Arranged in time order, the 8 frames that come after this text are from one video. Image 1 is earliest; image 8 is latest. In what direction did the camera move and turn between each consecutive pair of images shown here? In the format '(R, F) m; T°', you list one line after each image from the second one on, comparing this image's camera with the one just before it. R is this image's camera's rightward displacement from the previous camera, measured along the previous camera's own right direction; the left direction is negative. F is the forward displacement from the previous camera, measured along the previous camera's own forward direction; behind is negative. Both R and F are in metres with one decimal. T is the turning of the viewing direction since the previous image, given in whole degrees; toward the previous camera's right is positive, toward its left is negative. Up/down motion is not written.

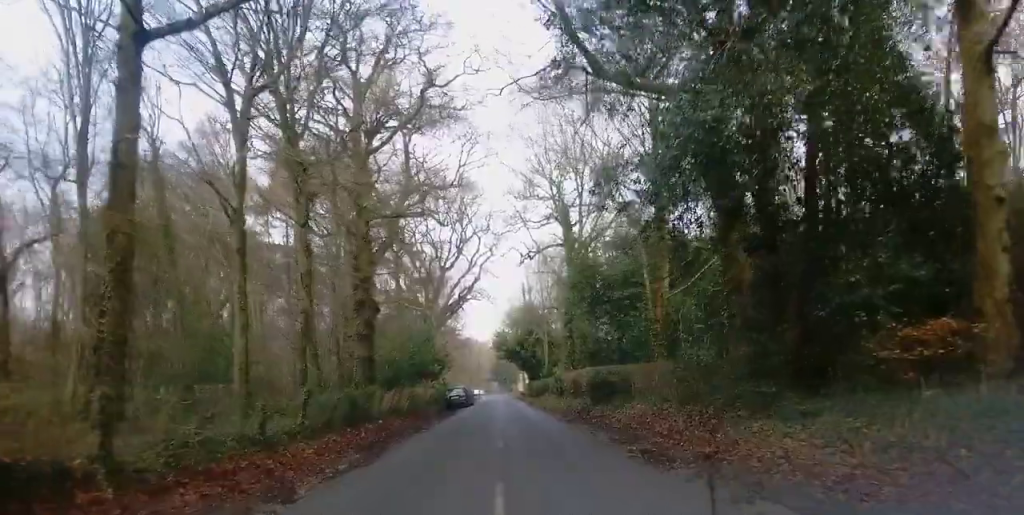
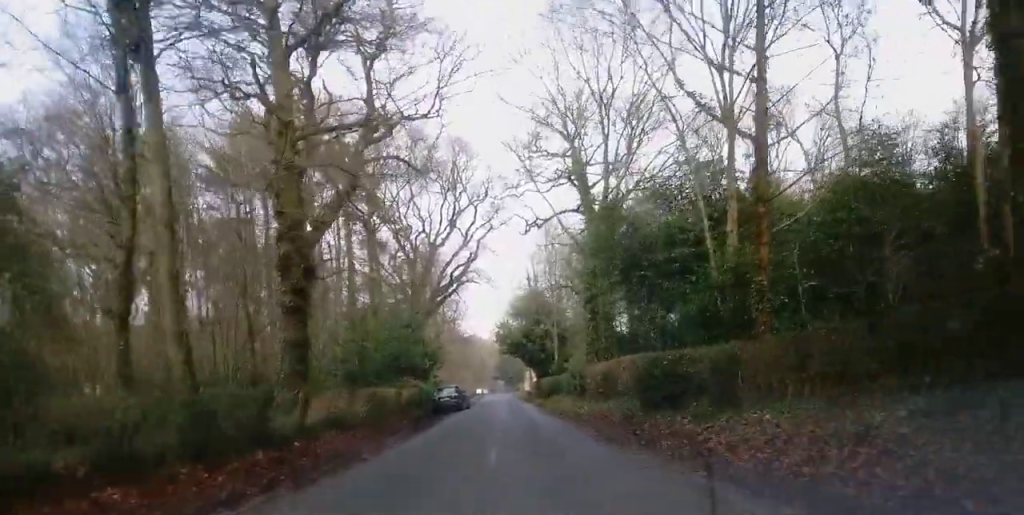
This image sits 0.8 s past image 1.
(0.0, +11.8) m; 0°
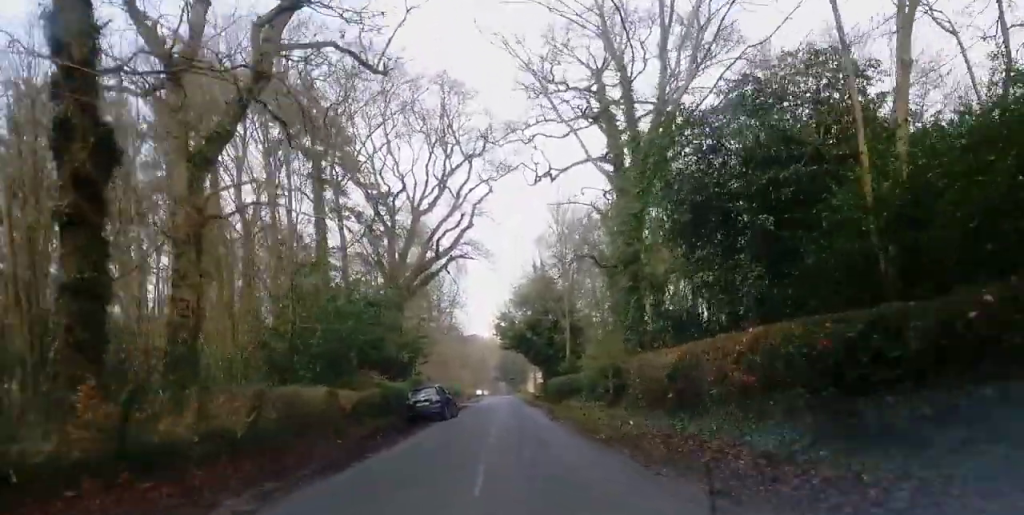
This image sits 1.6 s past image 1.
(-0.1, +12.3) m; 0°
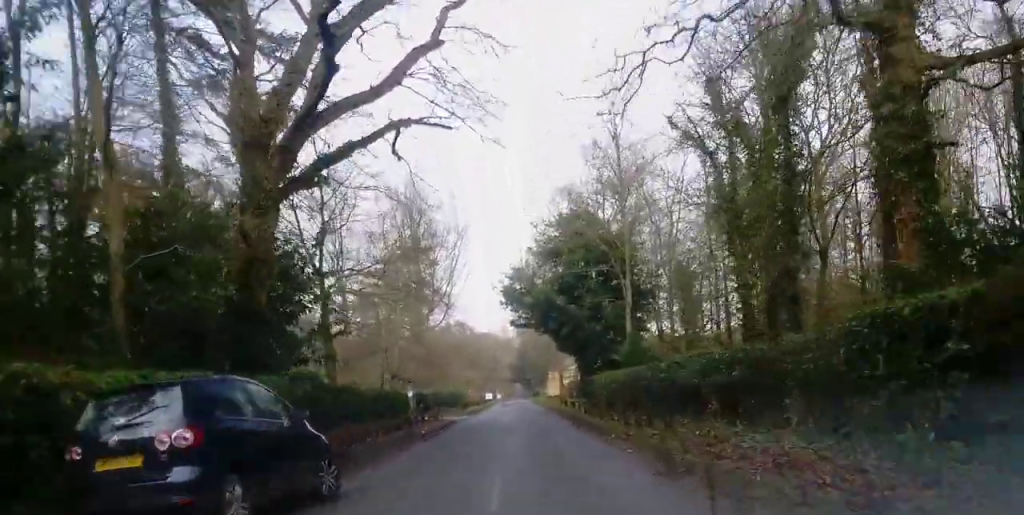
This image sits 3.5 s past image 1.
(-0.2, +25.6) m; -1°
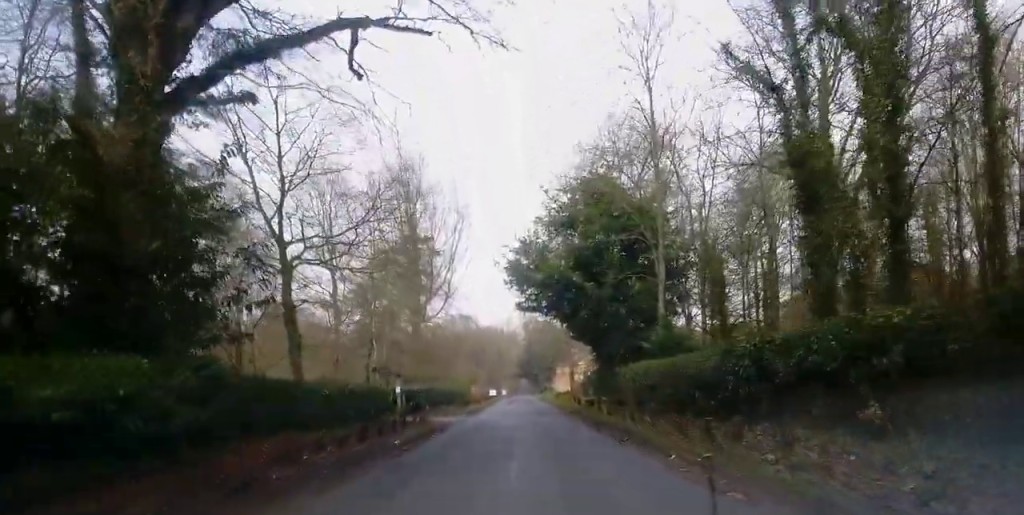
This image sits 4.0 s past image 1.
(-0.1, +6.5) m; 0°
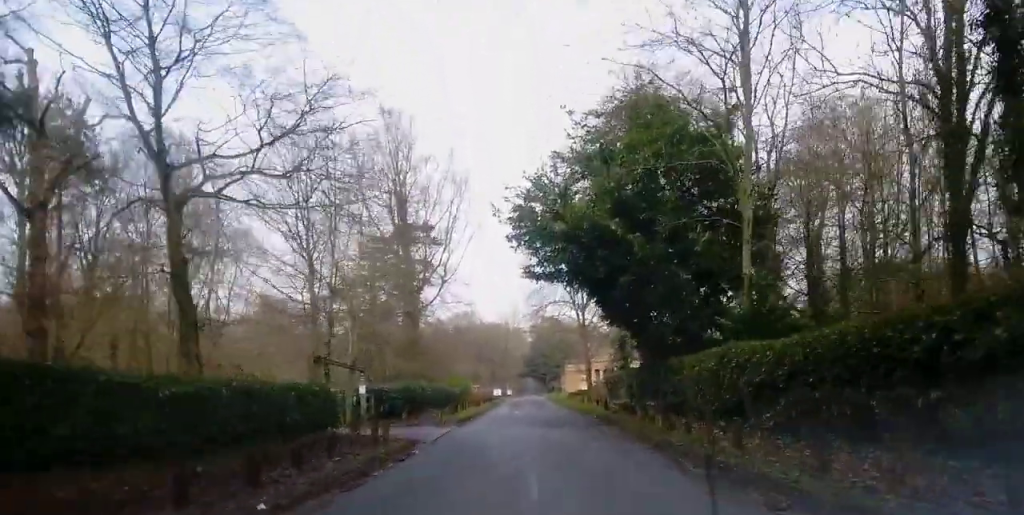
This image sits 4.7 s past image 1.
(+0.1, +10.0) m; 0°
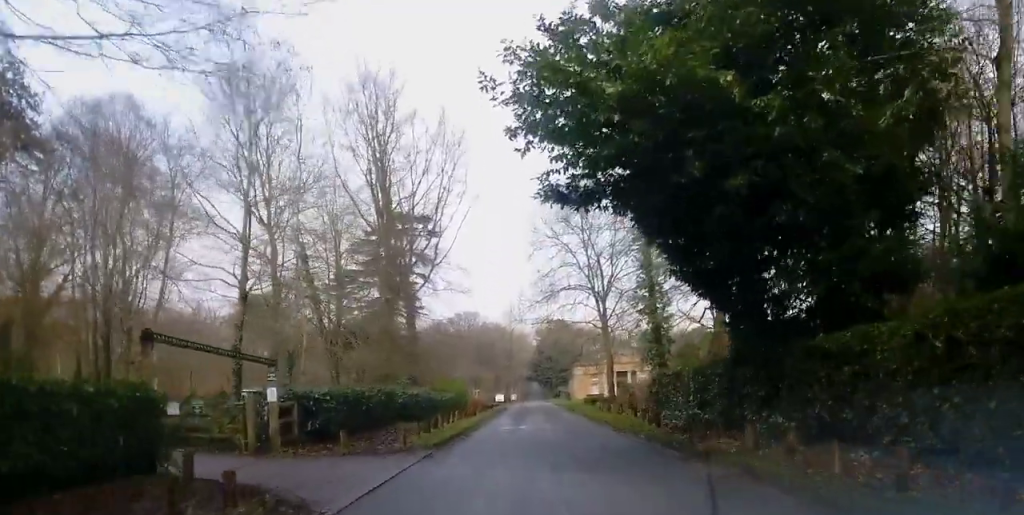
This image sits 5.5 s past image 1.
(0.0, +10.6) m; 0°
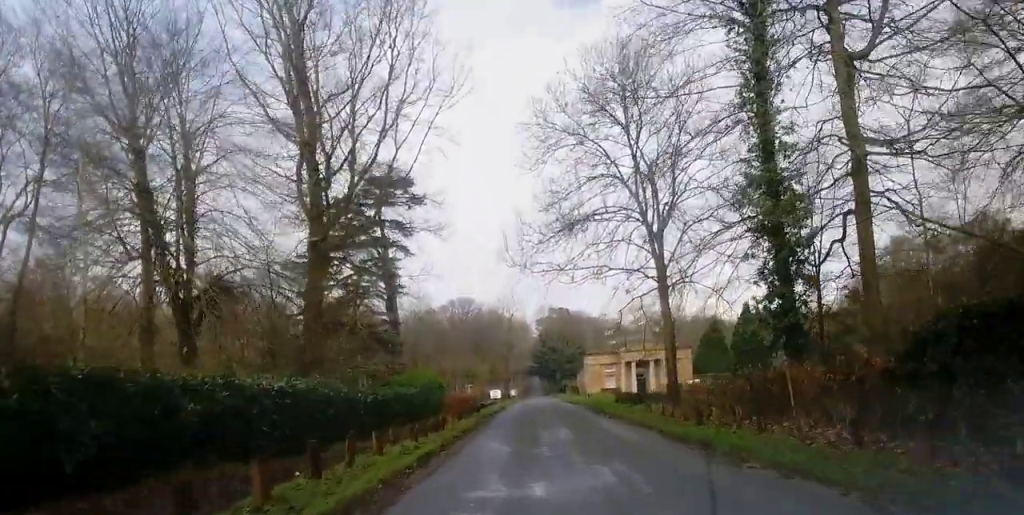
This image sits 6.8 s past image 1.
(0.0, +18.2) m; 0°
